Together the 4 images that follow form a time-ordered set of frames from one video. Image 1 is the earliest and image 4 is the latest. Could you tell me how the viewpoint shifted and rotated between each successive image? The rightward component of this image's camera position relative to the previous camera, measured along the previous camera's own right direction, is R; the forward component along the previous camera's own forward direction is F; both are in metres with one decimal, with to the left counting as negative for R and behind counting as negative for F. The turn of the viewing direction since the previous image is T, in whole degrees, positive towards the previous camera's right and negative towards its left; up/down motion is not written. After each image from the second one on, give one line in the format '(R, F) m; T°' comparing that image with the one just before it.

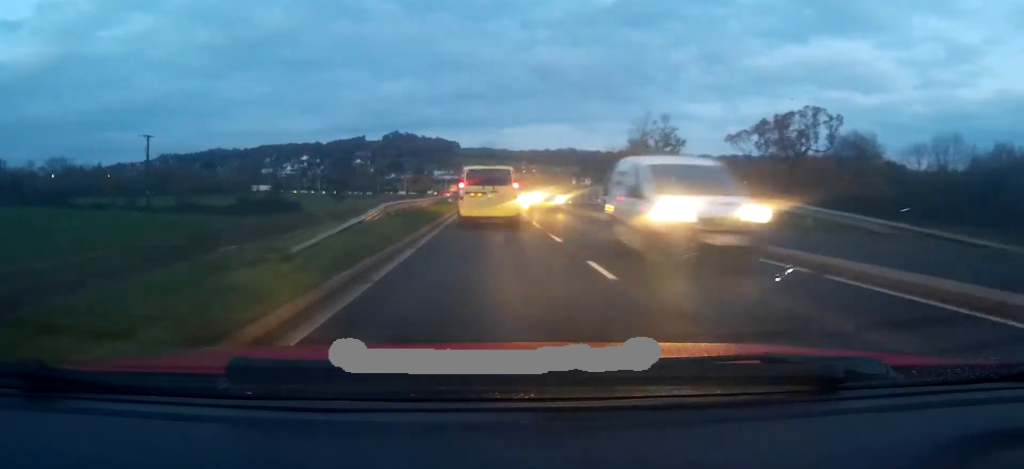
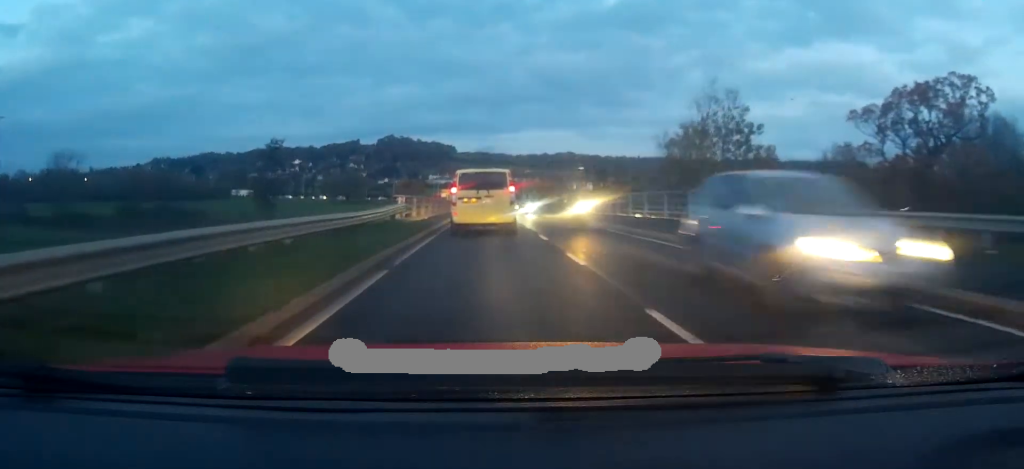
(-0.6, +27.9) m; 0°
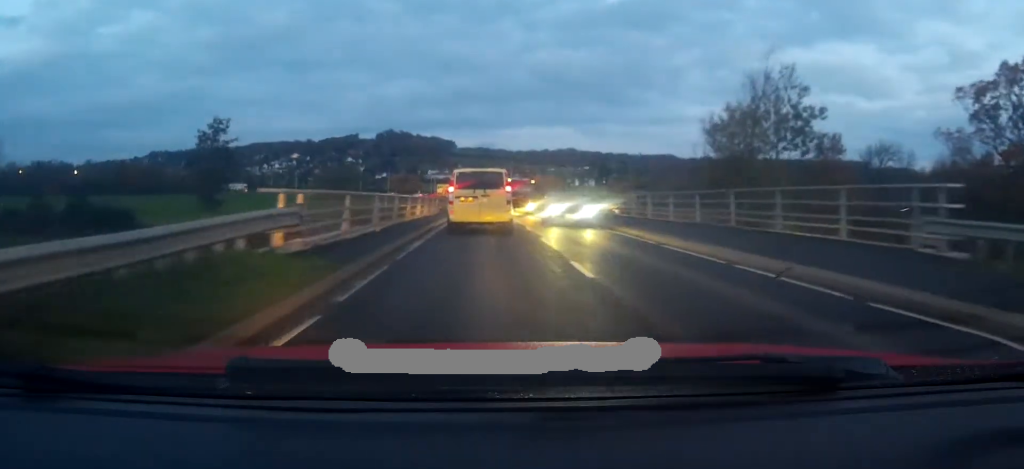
(+0.5, +13.7) m; +1°
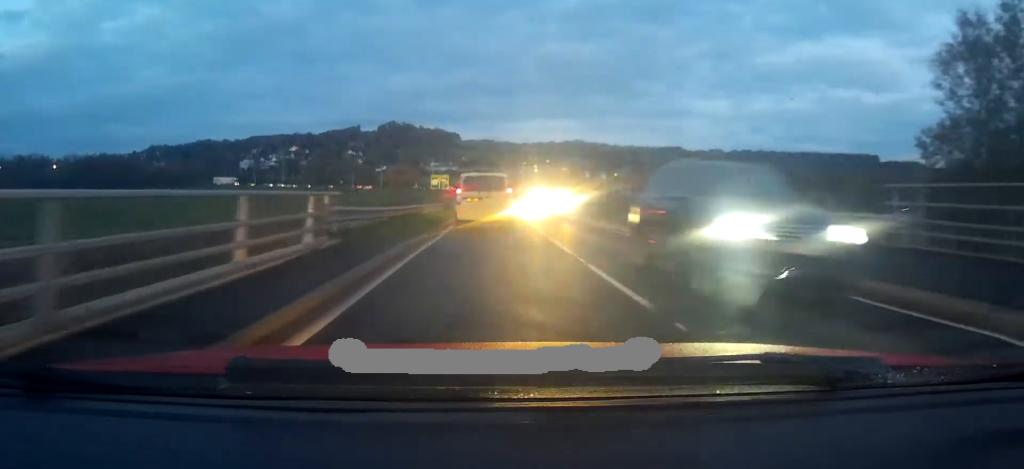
(-1.1, +31.8) m; -1°
